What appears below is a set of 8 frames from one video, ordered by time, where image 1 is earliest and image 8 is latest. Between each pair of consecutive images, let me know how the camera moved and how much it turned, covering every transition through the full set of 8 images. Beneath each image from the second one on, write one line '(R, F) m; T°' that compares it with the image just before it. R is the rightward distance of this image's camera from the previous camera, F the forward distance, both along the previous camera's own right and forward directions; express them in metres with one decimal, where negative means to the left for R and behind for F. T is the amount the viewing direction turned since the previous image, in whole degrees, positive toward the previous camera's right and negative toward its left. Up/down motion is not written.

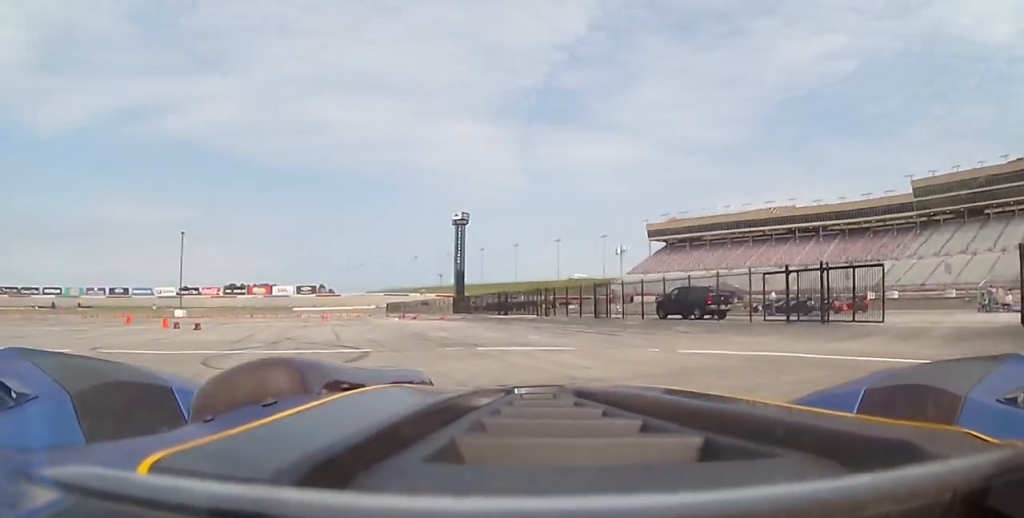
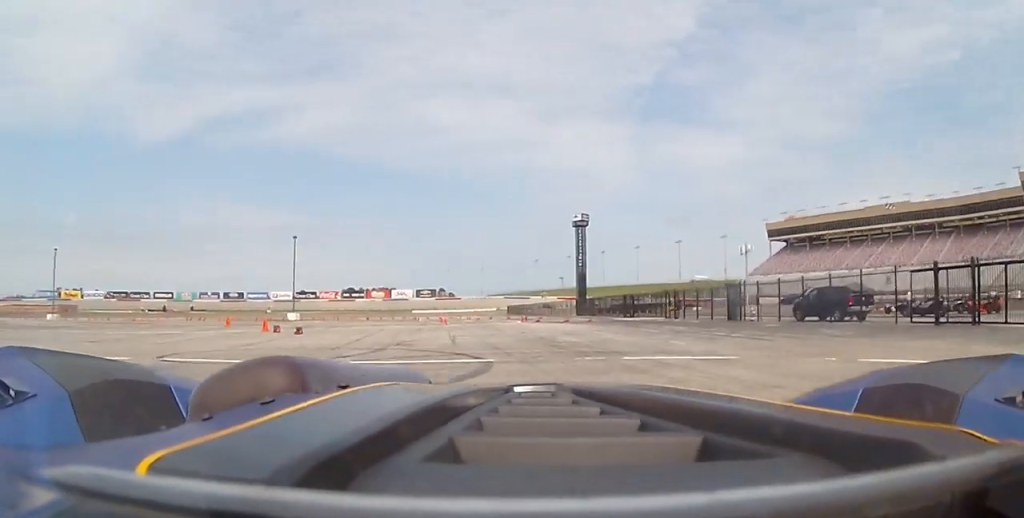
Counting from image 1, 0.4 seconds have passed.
(-0.2, +2.0) m; -12°
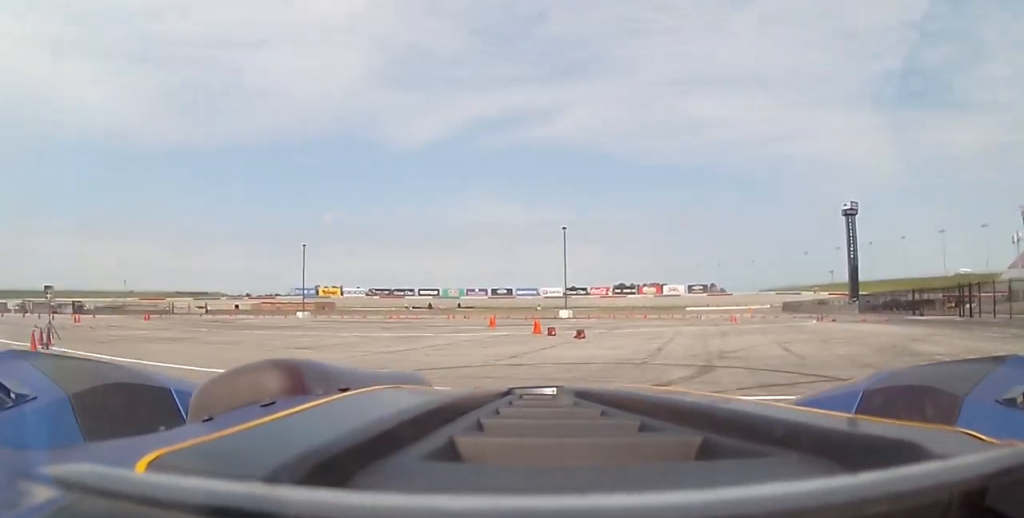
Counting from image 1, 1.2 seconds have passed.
(-0.2, +4.0) m; -29°
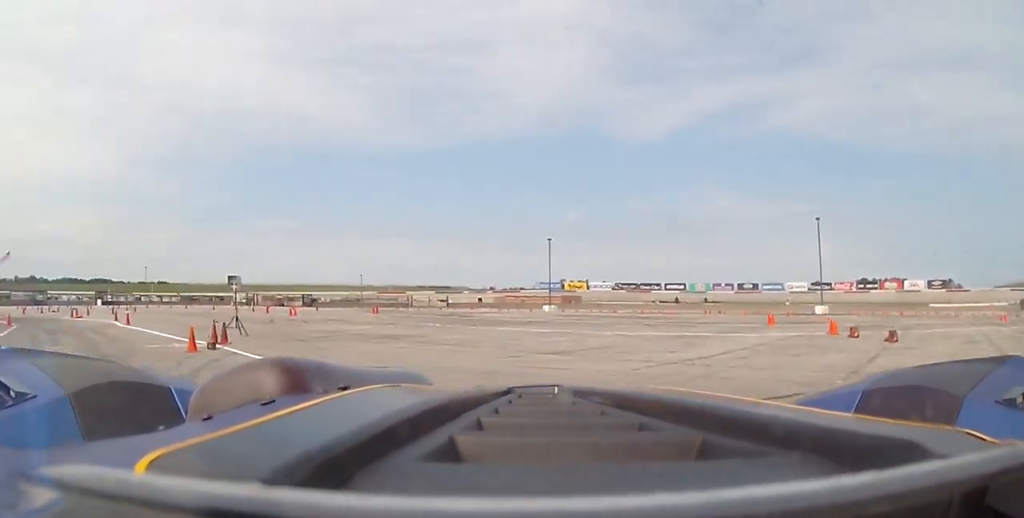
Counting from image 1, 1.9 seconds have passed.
(-1.6, +3.0) m; -31°
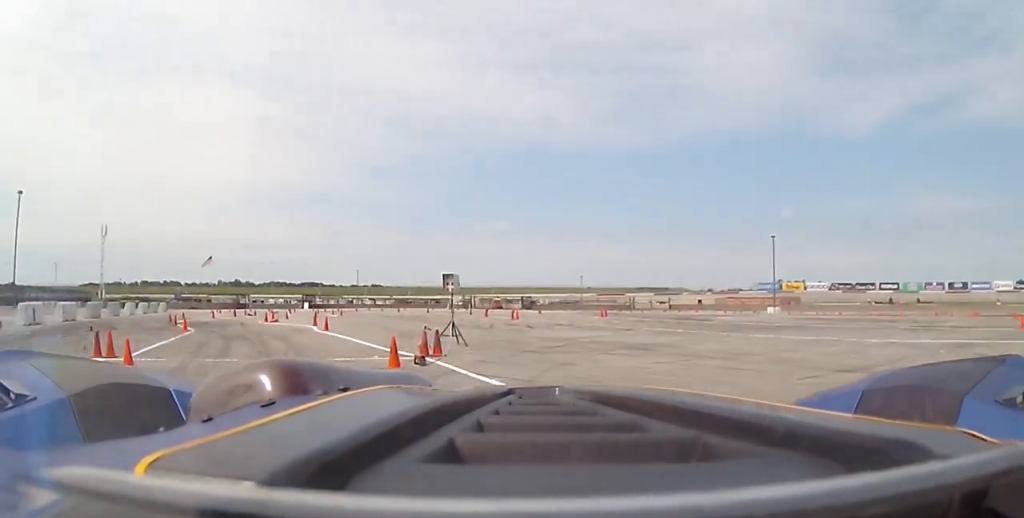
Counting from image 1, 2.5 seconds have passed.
(-0.6, +2.5) m; -14°
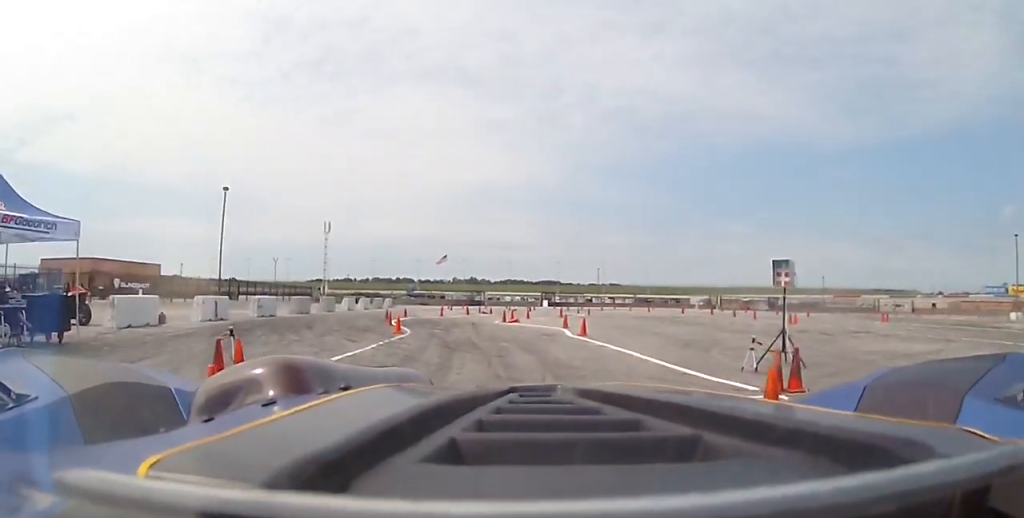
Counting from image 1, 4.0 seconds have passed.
(-0.9, +5.6) m; -25°
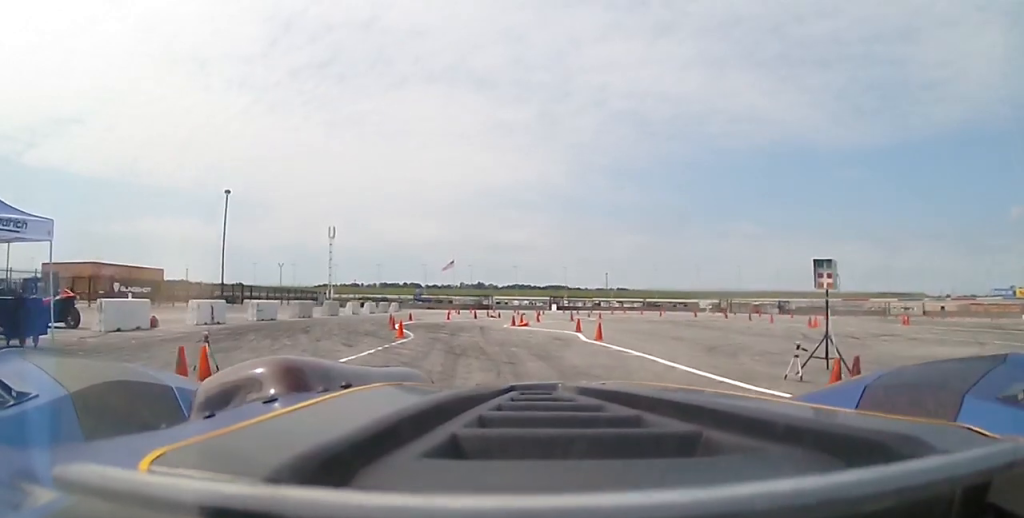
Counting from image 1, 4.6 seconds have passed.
(-0.4, +1.4) m; -12°
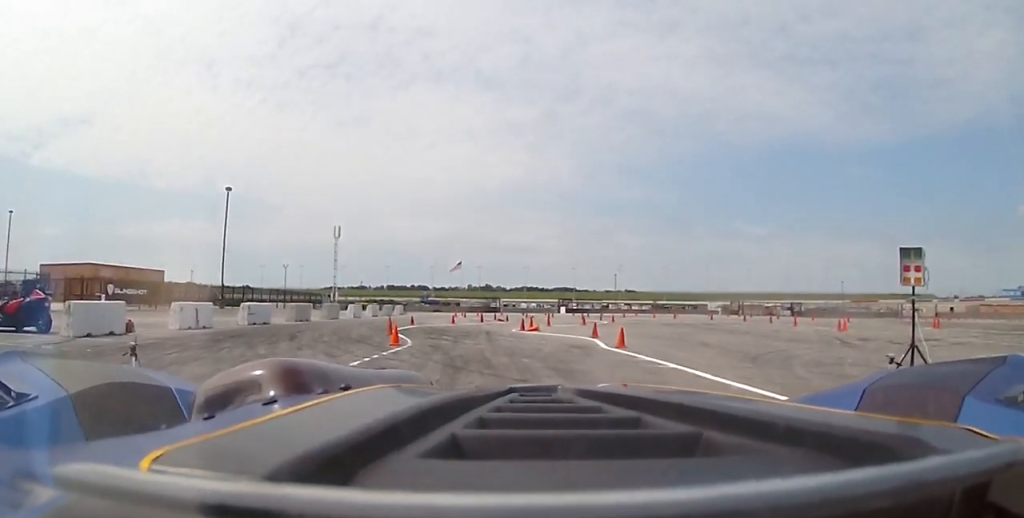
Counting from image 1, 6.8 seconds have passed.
(-0.8, +3.4) m; -13°
